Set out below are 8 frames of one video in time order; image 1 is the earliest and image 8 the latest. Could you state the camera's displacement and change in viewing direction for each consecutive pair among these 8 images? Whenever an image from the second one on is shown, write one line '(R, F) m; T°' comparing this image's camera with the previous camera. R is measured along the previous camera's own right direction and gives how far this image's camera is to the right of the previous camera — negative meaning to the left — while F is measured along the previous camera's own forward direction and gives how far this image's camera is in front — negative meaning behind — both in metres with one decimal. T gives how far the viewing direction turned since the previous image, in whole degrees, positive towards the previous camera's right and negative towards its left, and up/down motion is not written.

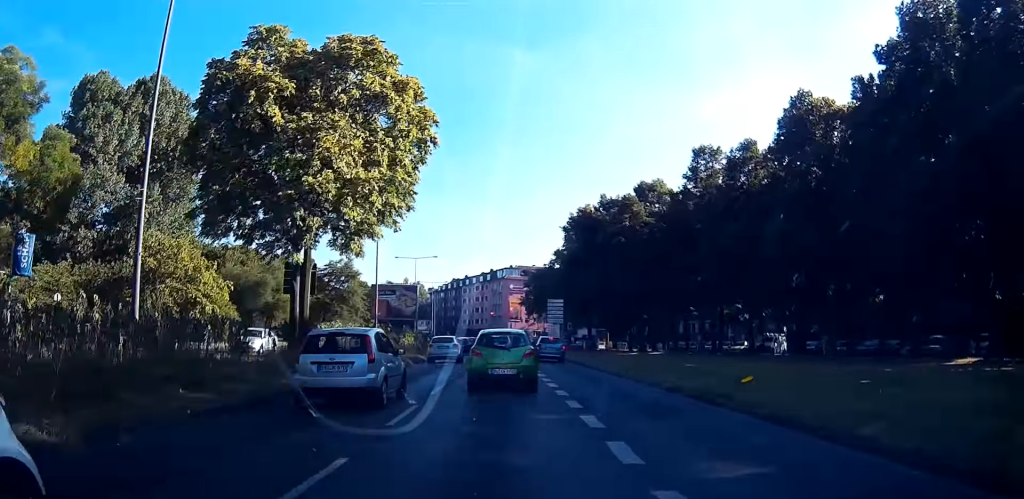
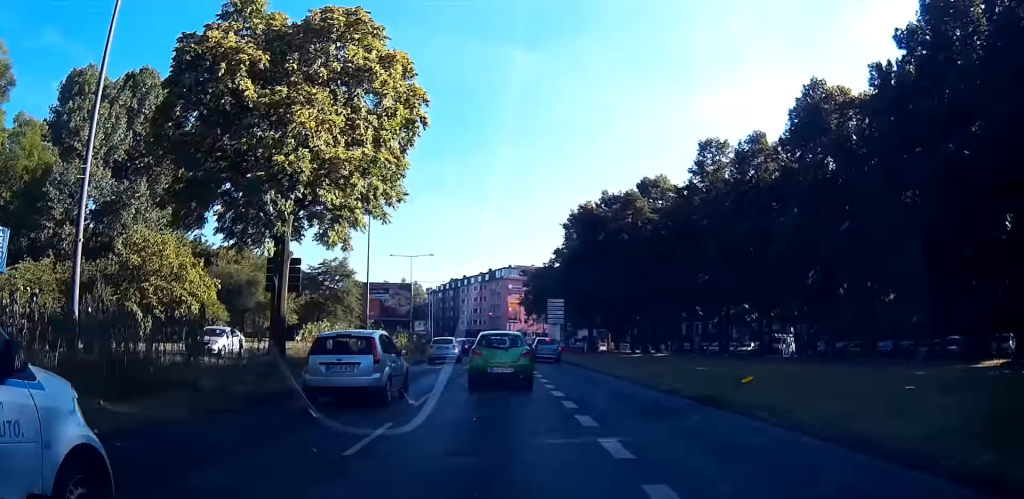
(0.0, +3.5) m; 0°
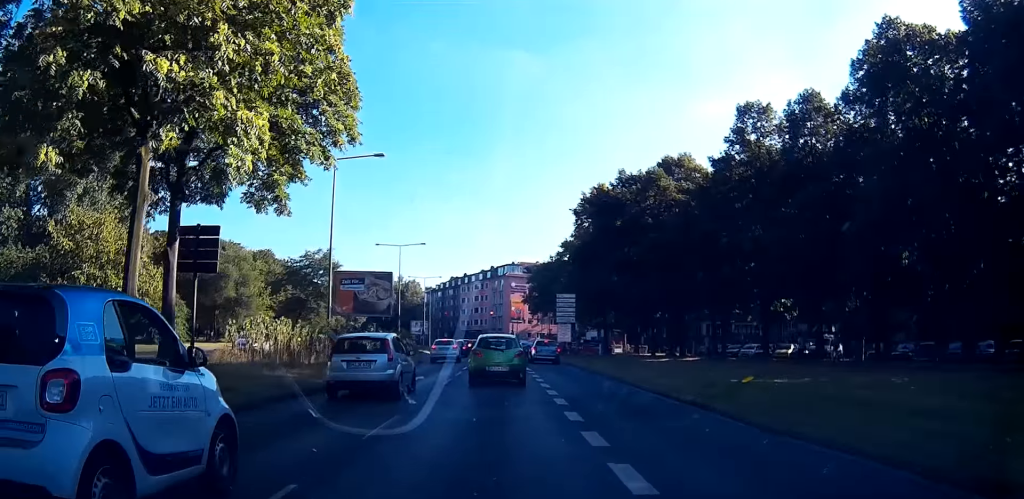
(0.0, +12.4) m; +1°
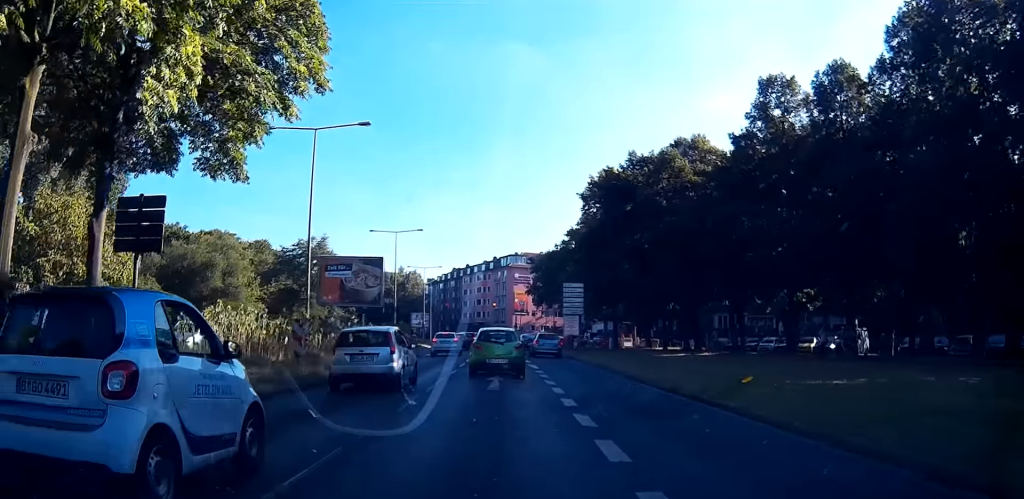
(0.0, +5.1) m; +1°
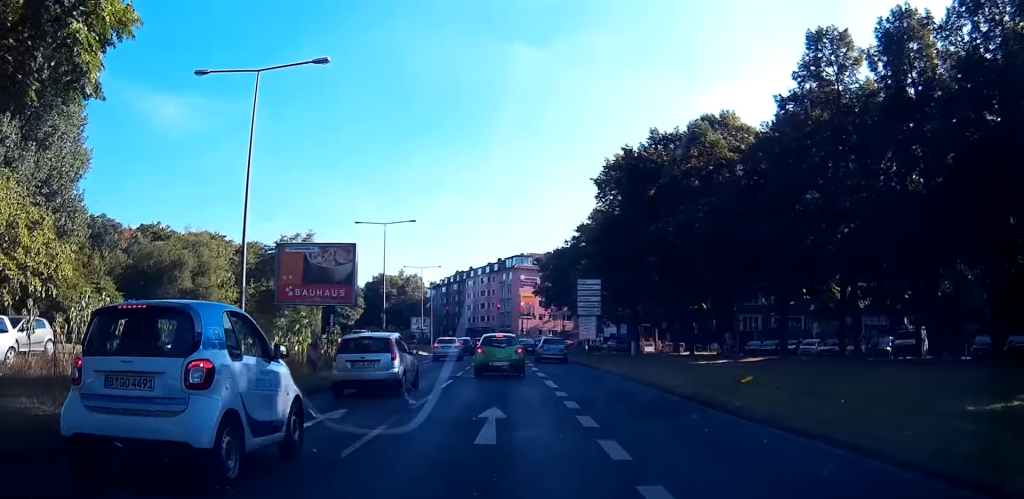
(+0.3, +10.4) m; +1°
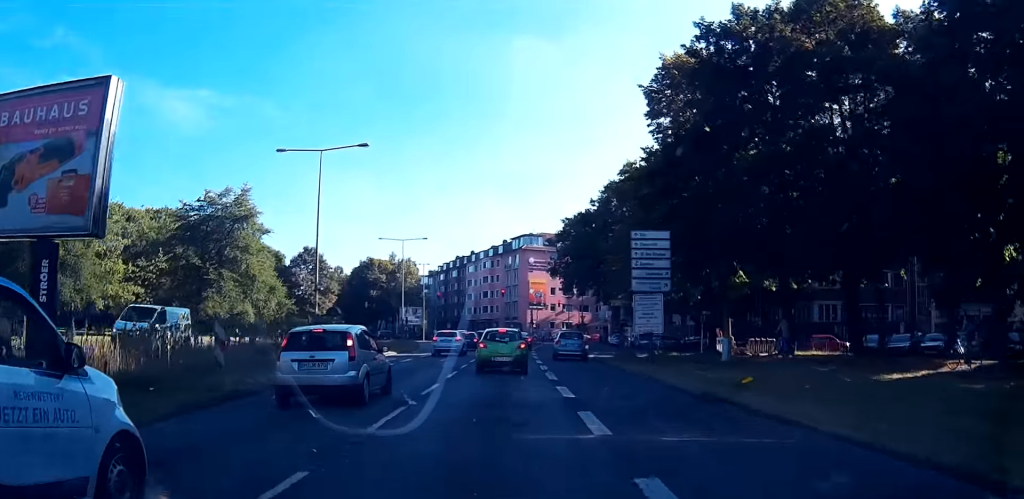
(0.0, +22.7) m; 0°
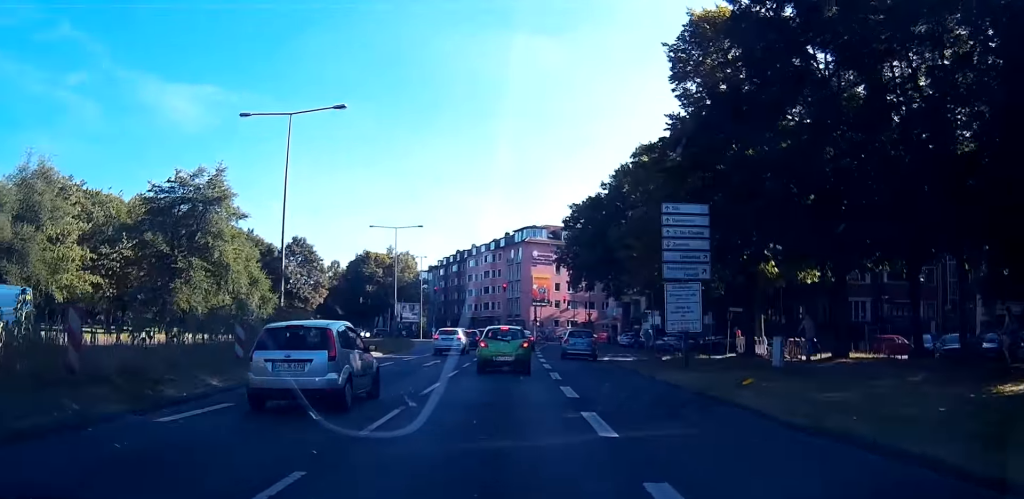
(0.0, +5.5) m; 0°
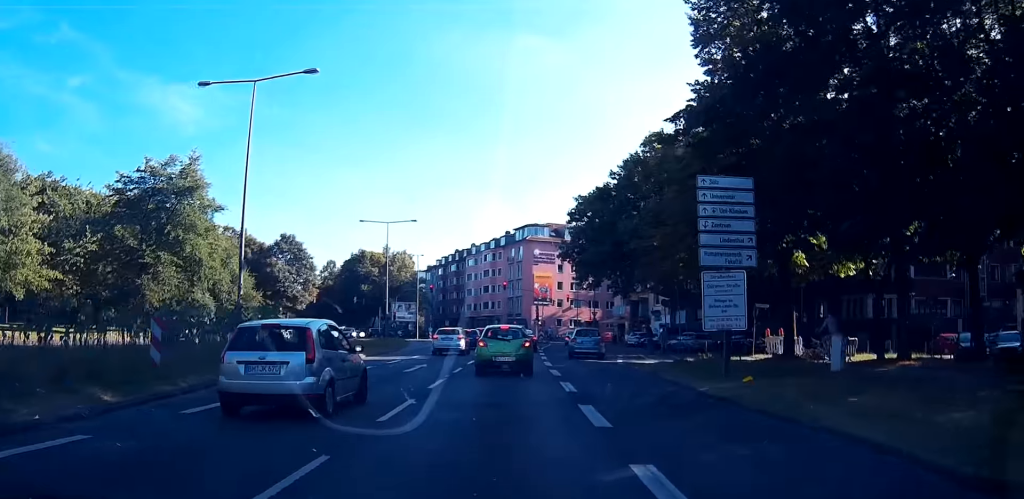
(0.0, +3.4) m; -1°
